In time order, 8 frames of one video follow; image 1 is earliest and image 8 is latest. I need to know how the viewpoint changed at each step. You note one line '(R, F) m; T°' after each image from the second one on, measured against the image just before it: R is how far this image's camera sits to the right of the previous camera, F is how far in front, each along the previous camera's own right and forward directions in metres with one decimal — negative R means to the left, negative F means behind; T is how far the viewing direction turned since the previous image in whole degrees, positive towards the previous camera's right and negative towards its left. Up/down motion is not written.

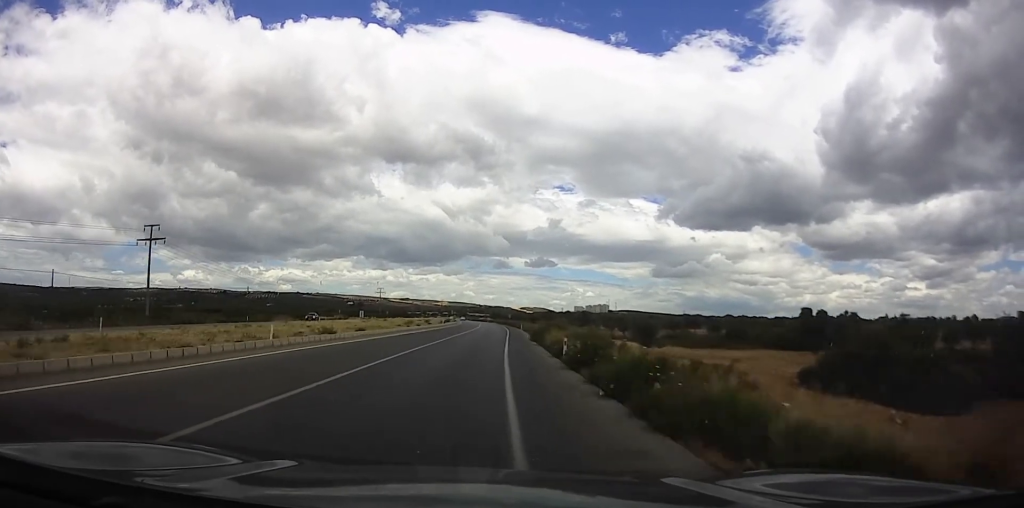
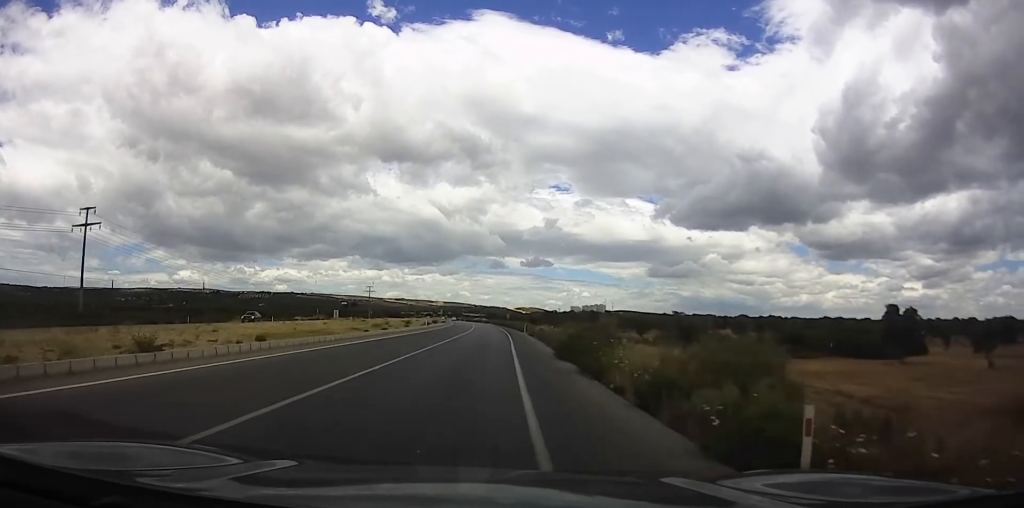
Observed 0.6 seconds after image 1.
(-0.6, +15.6) m; 0°
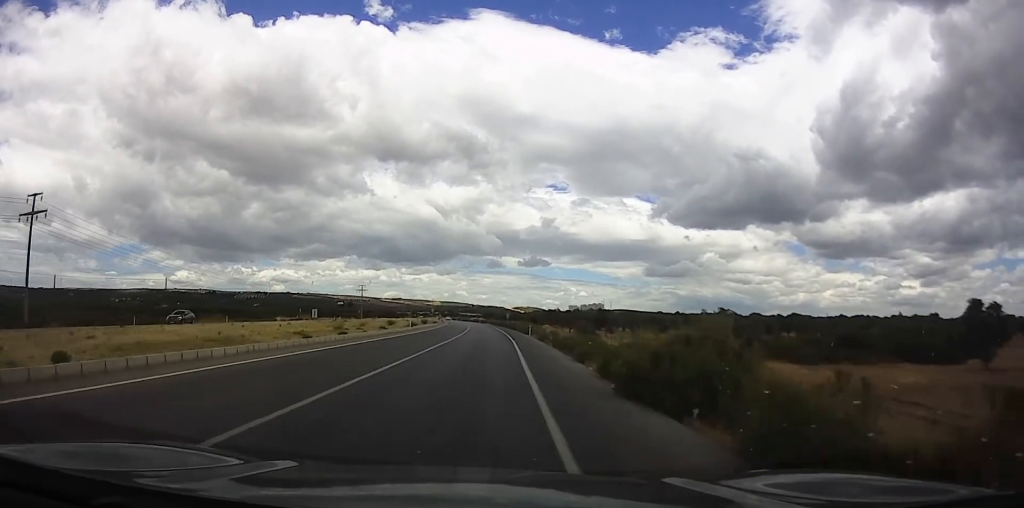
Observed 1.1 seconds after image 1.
(+0.5, +10.7) m; +1°
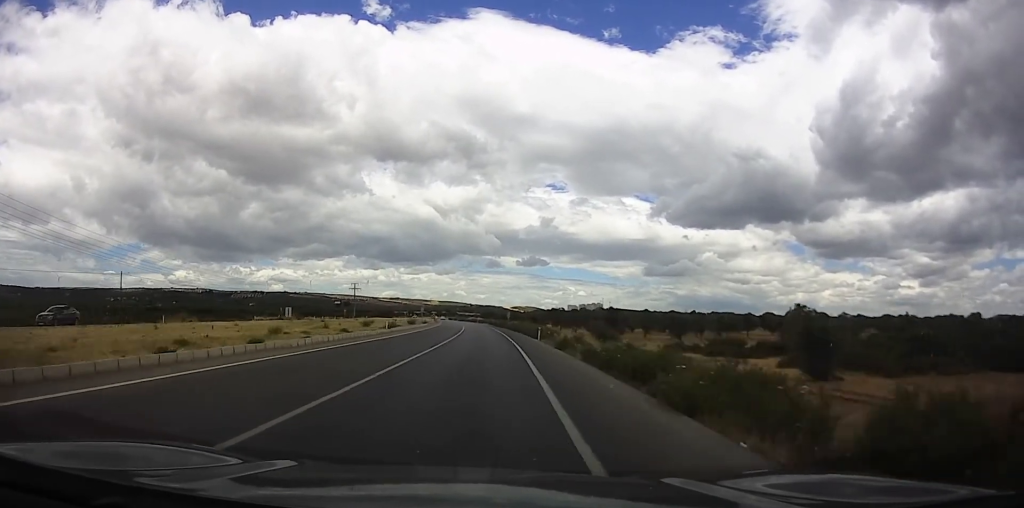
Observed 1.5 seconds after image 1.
(+0.2, +10.7) m; +1°
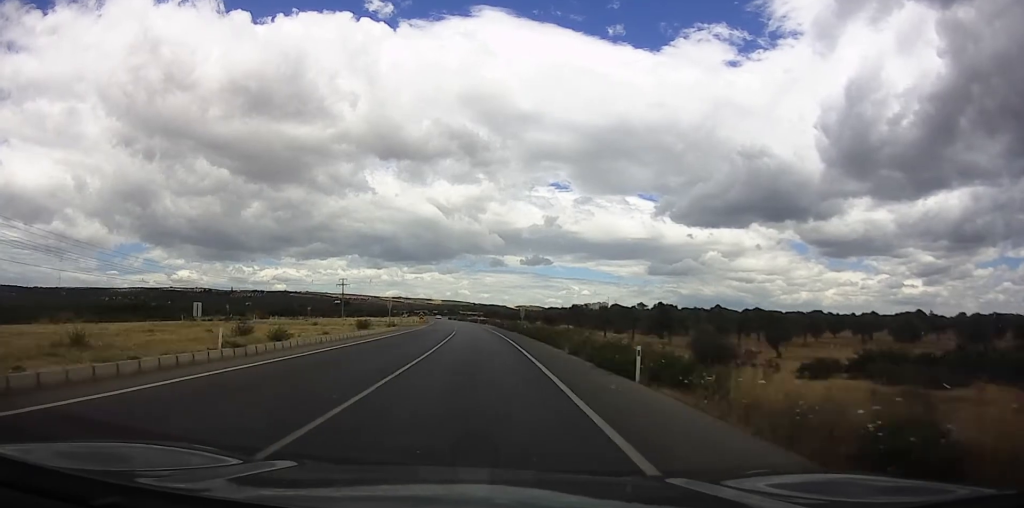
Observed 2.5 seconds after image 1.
(+0.1, +25.6) m; 0°
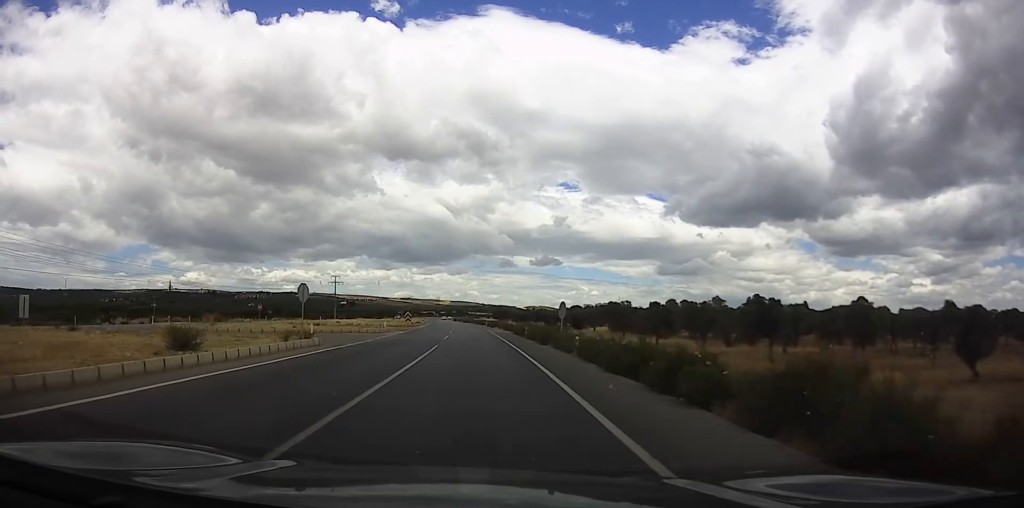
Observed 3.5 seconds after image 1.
(0.0, +23.8) m; 0°
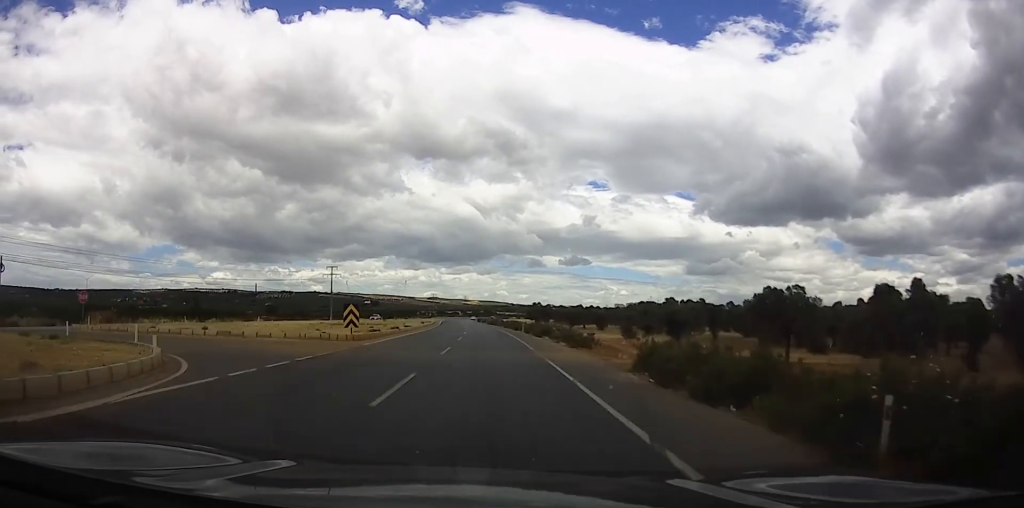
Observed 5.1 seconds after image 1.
(-1.3, +38.7) m; -3°
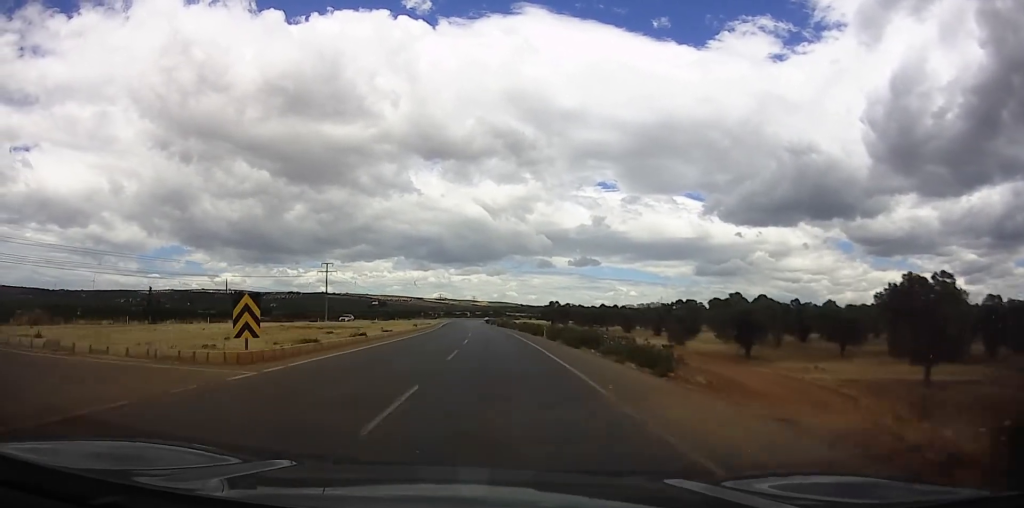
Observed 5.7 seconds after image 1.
(-0.4, +15.0) m; 0°
